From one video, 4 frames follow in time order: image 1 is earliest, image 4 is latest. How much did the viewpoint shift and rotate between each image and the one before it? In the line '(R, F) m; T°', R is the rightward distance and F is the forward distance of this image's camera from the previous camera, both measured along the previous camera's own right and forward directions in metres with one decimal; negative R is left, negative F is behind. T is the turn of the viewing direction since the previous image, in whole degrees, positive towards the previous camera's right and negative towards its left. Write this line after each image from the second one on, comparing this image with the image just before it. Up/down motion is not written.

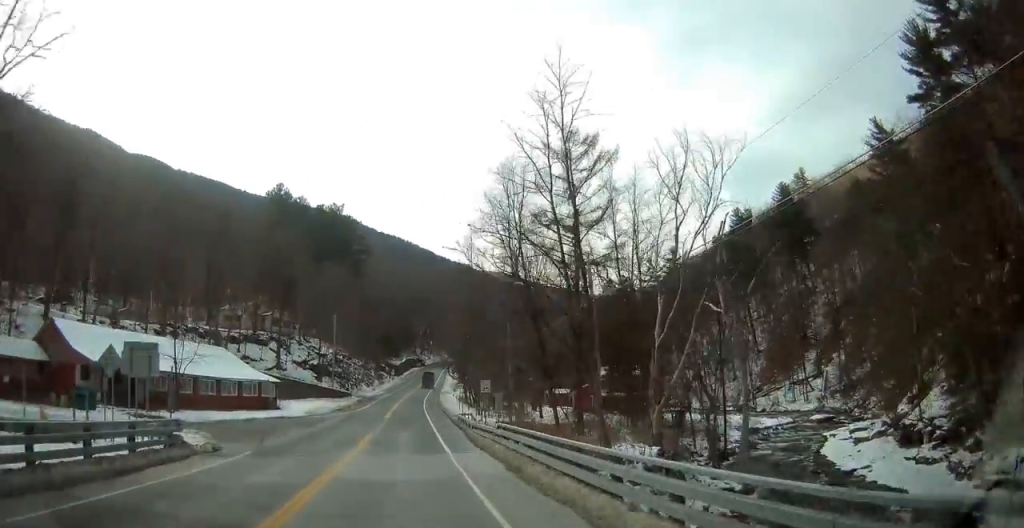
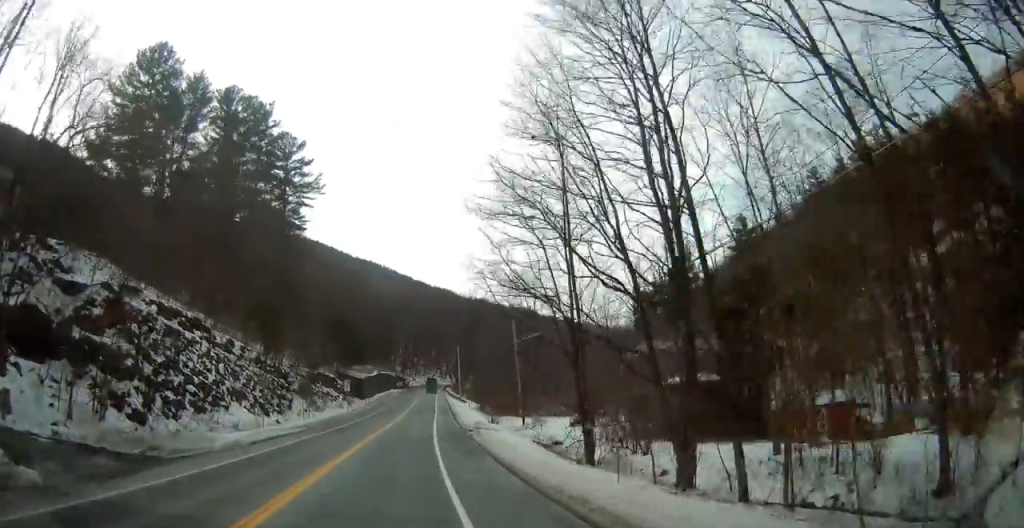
(-0.6, +72.5) m; +2°
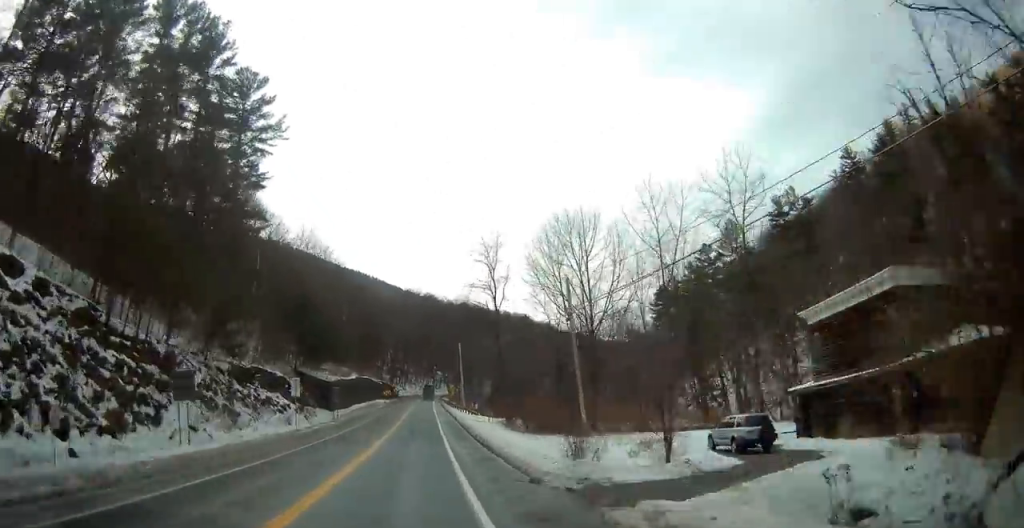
(+0.2, +25.7) m; +1°
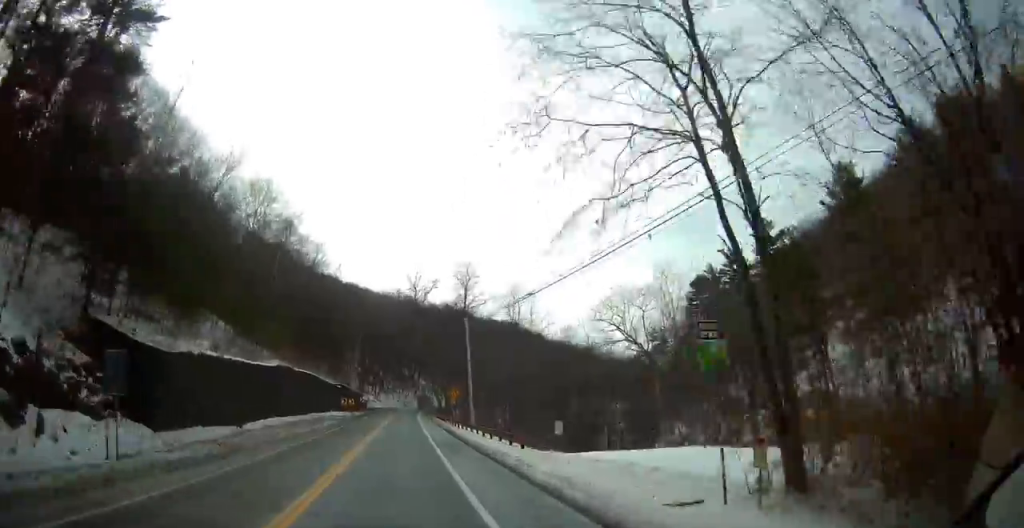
(+0.4, +38.5) m; +1°
